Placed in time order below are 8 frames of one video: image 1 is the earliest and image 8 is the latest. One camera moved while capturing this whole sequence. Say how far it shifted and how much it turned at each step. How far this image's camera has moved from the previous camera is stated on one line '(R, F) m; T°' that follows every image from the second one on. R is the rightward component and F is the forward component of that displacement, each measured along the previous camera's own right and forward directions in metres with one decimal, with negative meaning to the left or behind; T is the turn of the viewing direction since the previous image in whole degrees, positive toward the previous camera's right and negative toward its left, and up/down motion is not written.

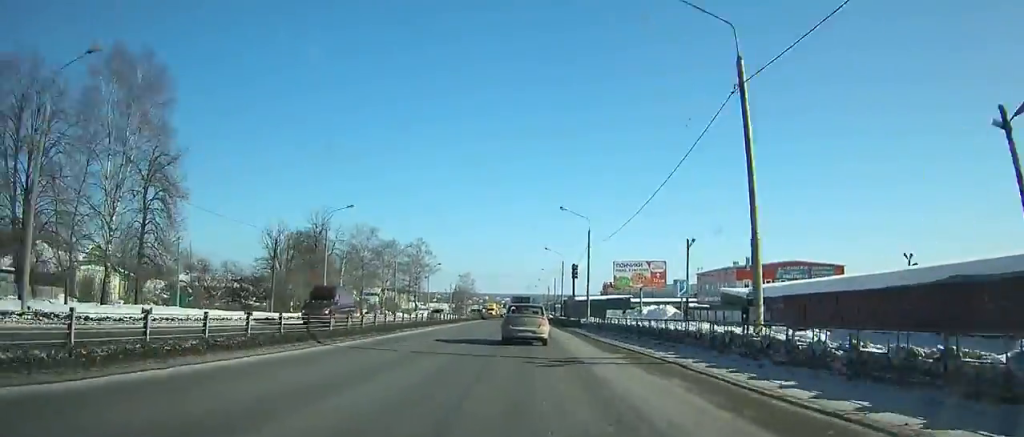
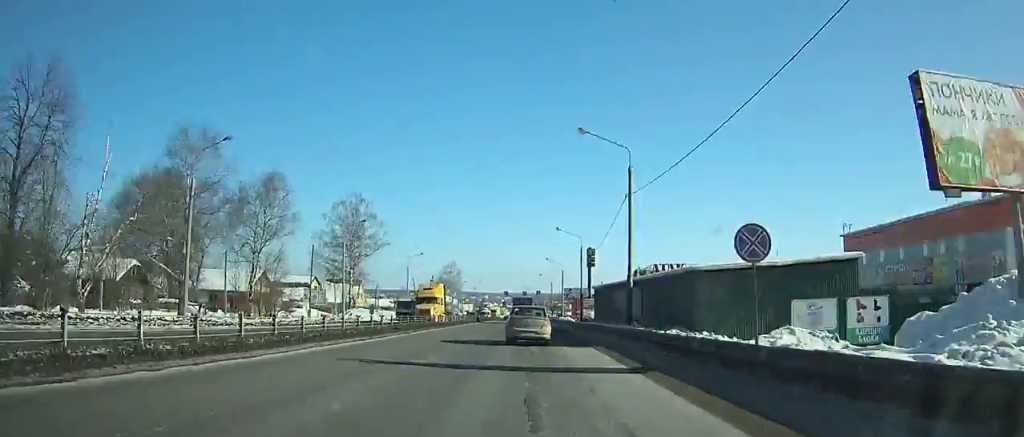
(-0.2, +52.9) m; 0°
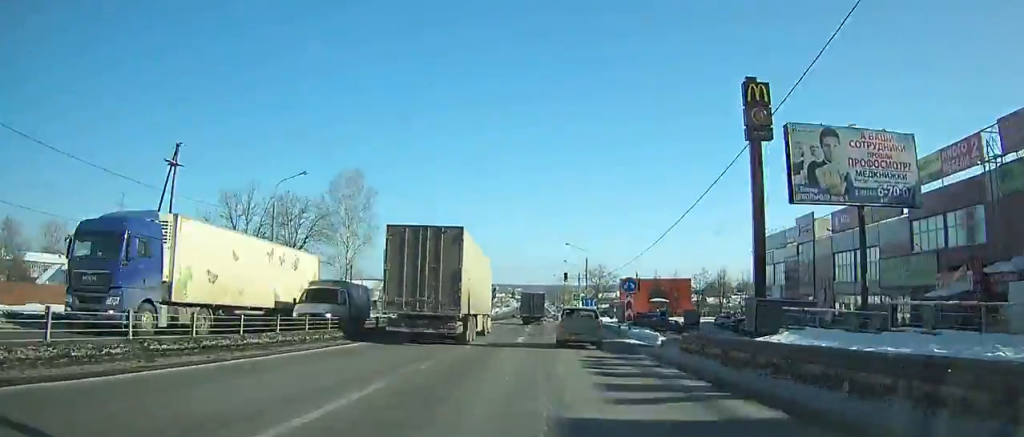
(-0.6, +123.5) m; 0°
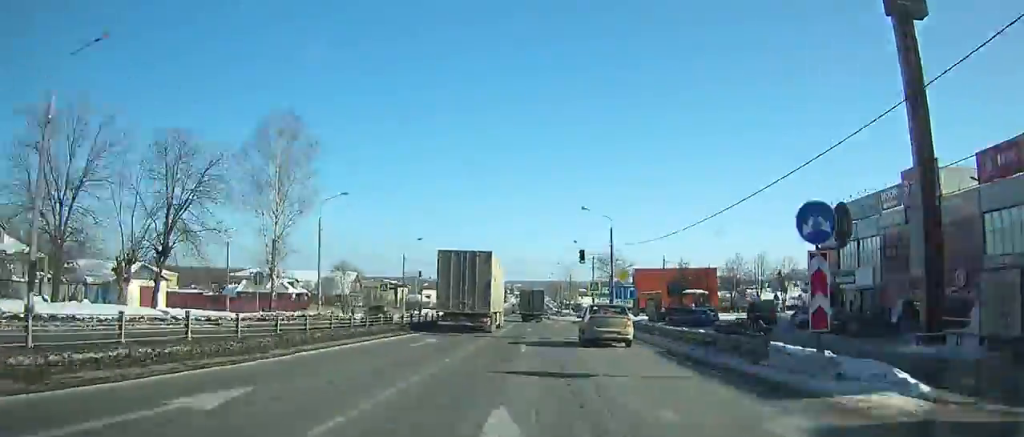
(+0.2, +23.4) m; 0°
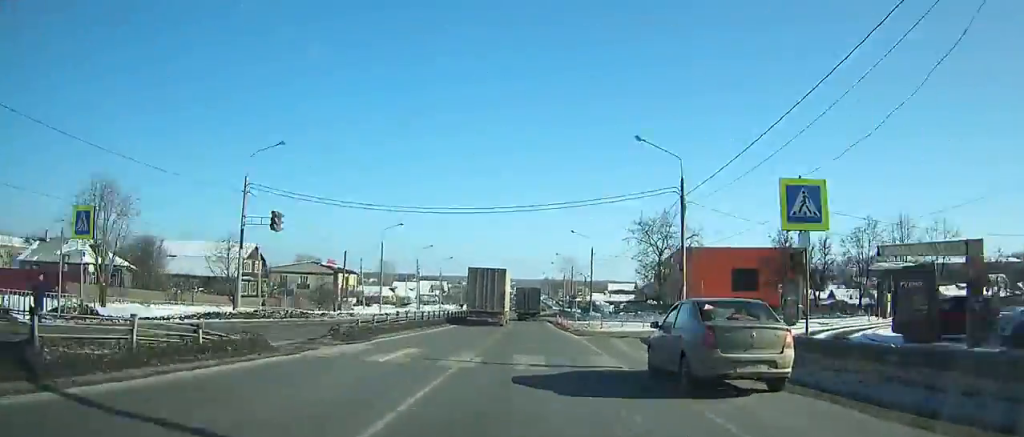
(-0.2, +46.2) m; 0°
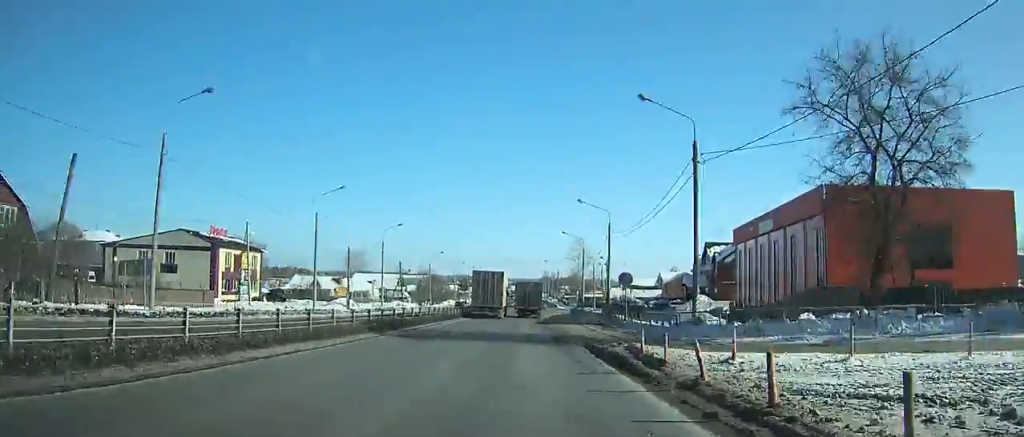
(0.0, +44.4) m; 0°
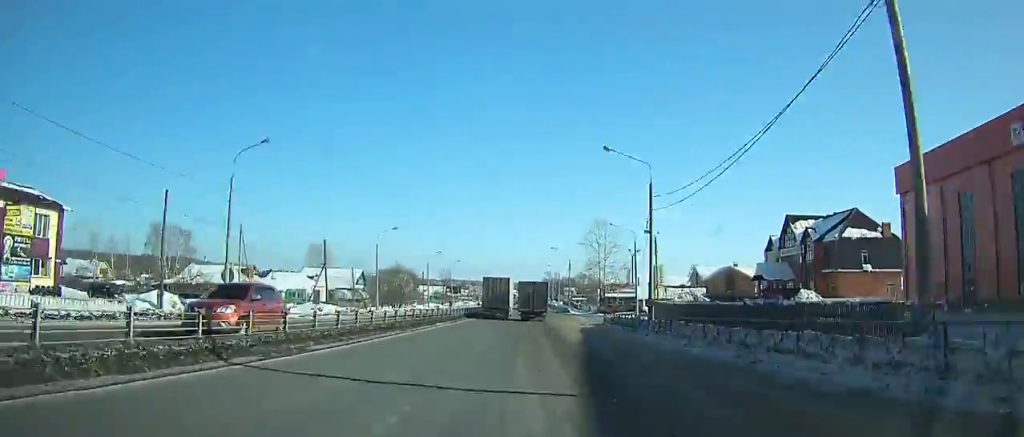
(+0.1, +38.9) m; 0°
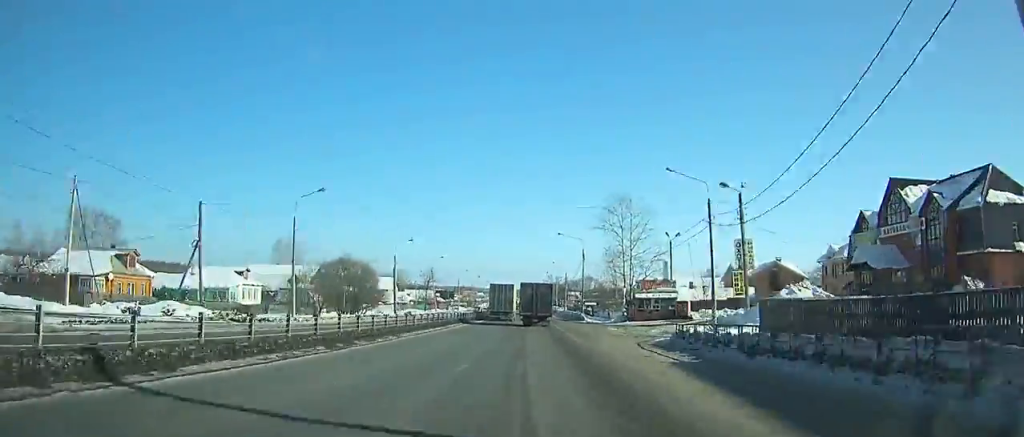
(+0.2, +25.8) m; 0°
